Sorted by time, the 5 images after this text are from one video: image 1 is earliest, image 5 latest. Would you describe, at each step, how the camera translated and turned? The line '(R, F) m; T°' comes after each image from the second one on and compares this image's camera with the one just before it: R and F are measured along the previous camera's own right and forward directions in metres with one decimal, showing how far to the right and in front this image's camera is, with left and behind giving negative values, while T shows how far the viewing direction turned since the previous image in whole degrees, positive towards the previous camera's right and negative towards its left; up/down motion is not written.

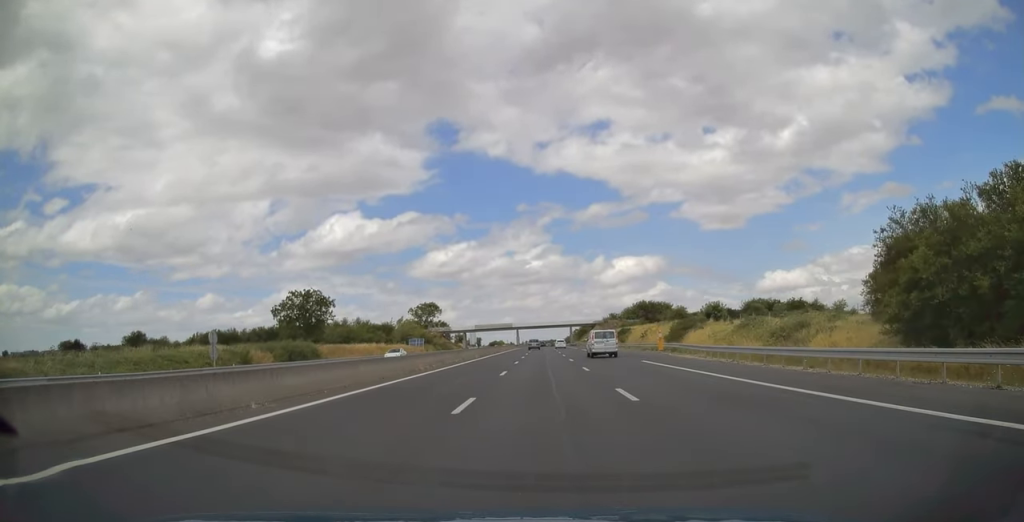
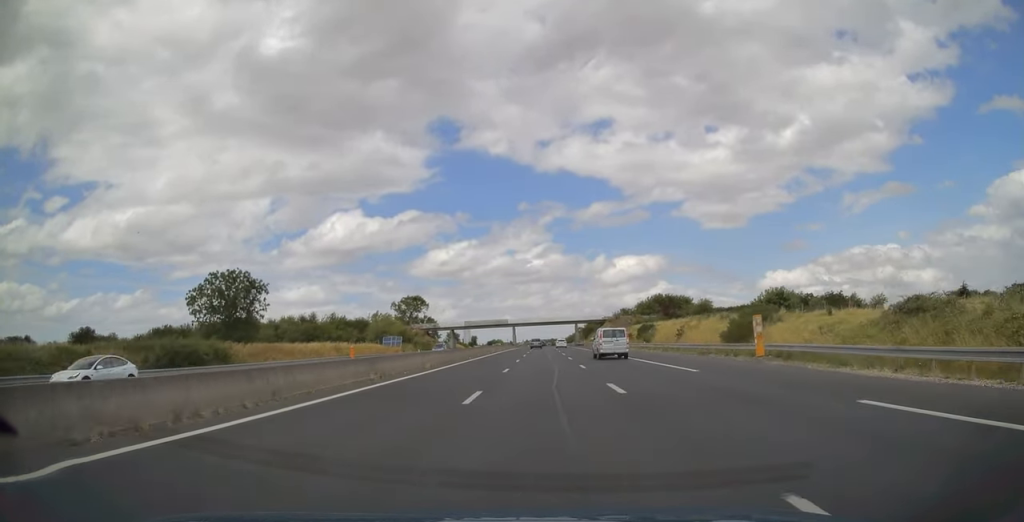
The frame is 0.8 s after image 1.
(0.0, +24.1) m; 0°
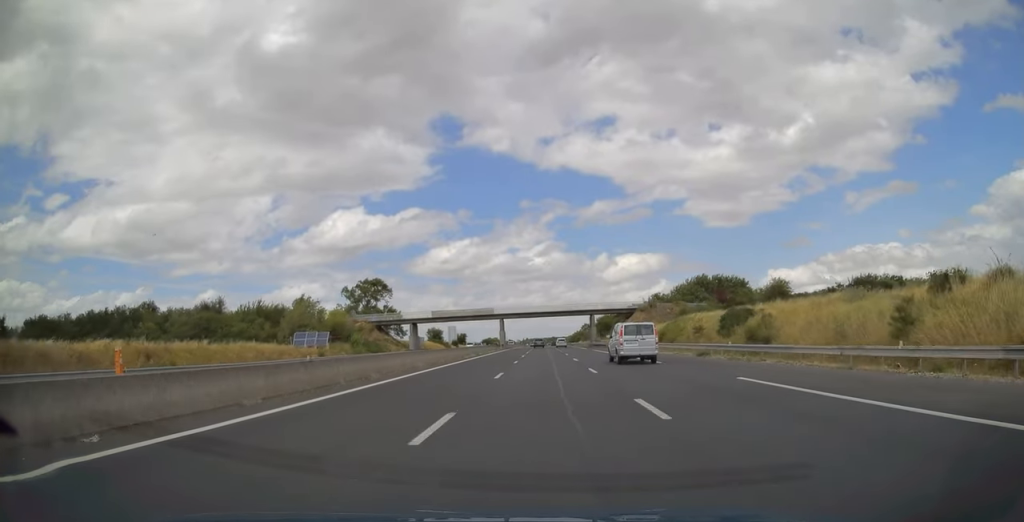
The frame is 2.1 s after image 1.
(0.0, +44.0) m; 0°
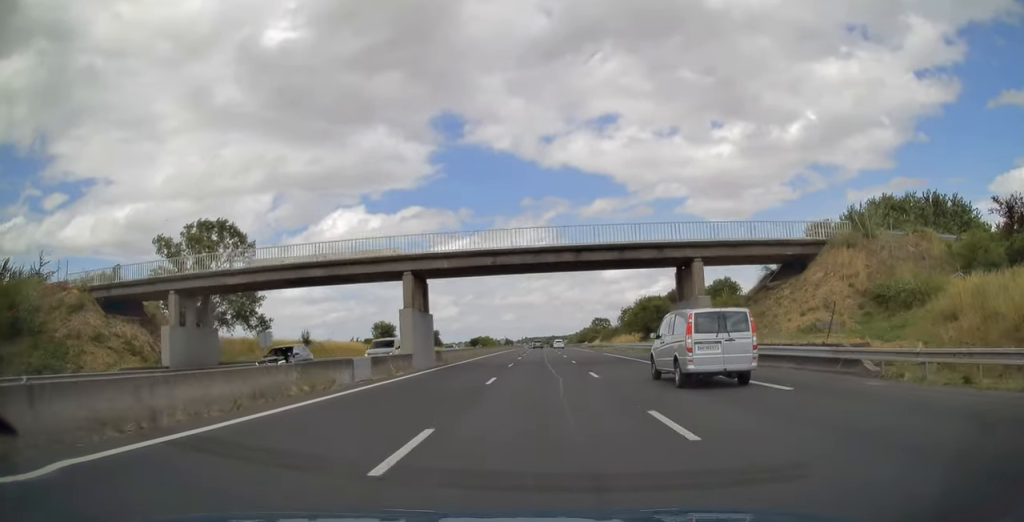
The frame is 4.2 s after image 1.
(0.0, +66.5) m; 0°
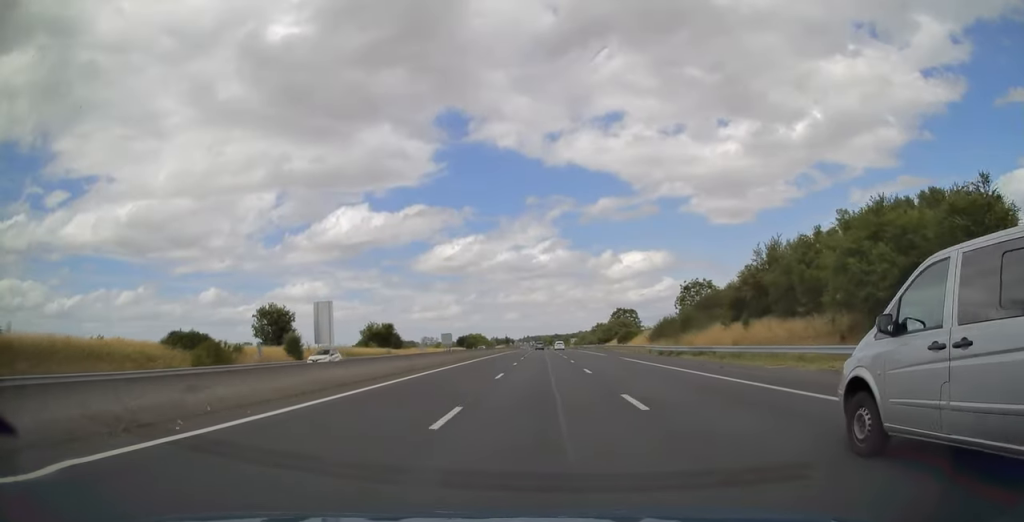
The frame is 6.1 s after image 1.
(-0.2, +61.2) m; 0°
